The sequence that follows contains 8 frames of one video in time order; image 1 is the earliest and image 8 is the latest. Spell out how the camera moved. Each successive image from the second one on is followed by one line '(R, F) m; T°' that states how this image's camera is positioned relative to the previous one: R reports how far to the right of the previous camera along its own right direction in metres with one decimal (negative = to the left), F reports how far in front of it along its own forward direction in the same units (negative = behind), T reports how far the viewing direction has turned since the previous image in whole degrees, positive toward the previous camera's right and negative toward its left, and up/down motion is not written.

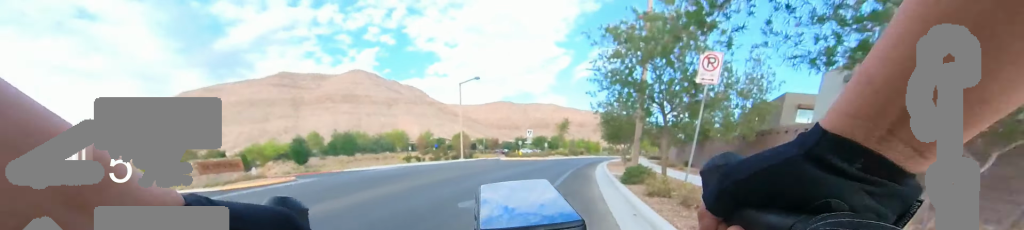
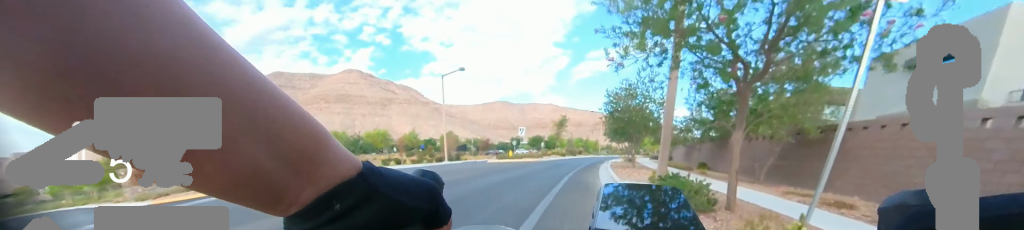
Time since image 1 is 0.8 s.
(0.0, +4.0) m; 0°
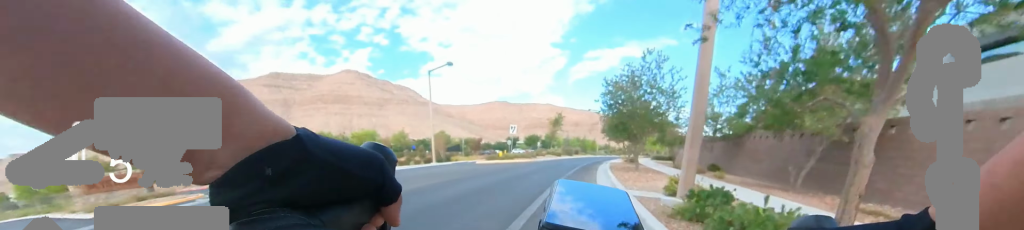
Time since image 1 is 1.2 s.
(0.0, +2.4) m; 0°
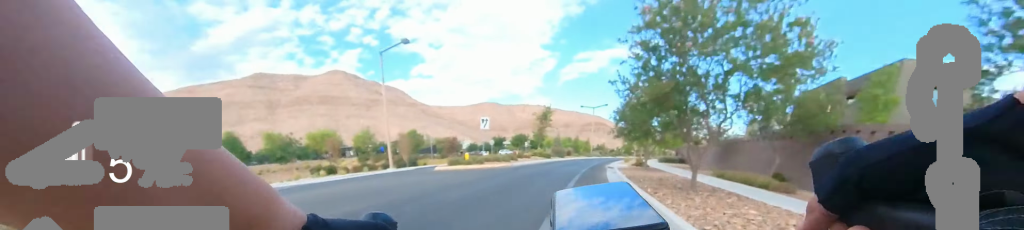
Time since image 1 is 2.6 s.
(+0.1, +7.0) m; +10°
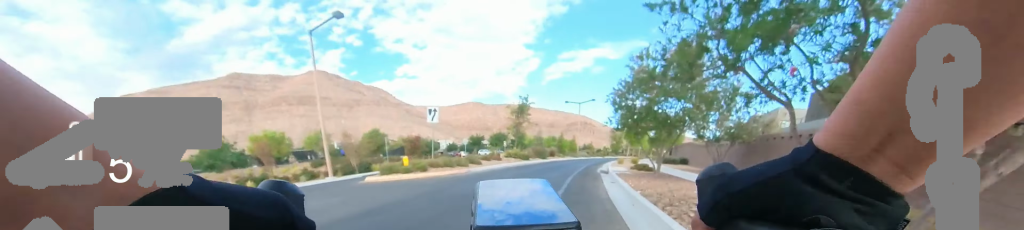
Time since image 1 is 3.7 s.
(+0.8, +4.9) m; +10°
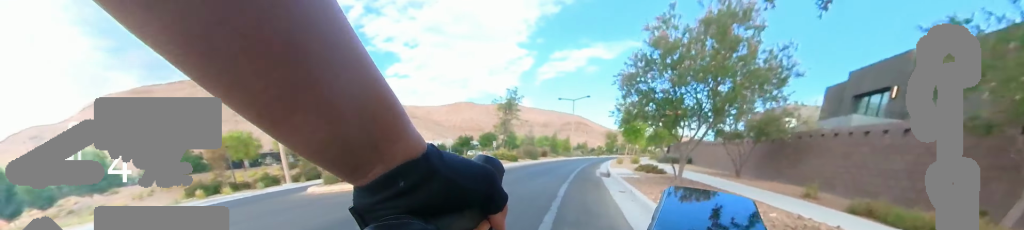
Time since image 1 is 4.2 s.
(+0.2, +2.5) m; +1°
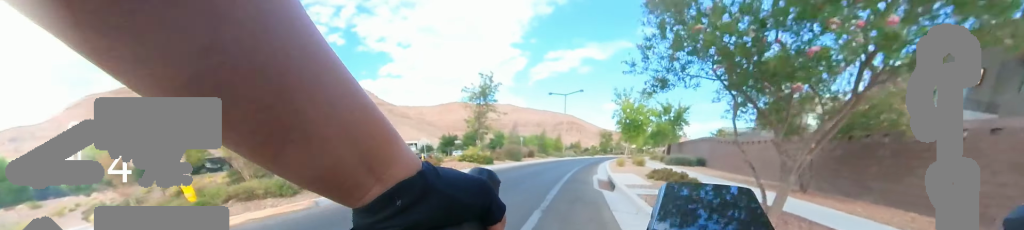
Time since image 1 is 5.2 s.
(-0.5, +3.9) m; 0°
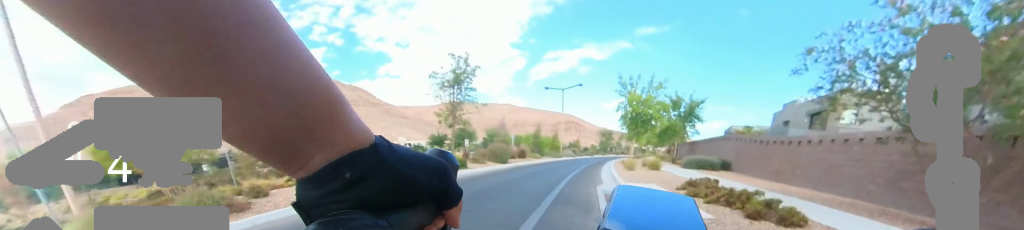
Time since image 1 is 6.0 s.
(+0.4, +3.6) m; +6°
